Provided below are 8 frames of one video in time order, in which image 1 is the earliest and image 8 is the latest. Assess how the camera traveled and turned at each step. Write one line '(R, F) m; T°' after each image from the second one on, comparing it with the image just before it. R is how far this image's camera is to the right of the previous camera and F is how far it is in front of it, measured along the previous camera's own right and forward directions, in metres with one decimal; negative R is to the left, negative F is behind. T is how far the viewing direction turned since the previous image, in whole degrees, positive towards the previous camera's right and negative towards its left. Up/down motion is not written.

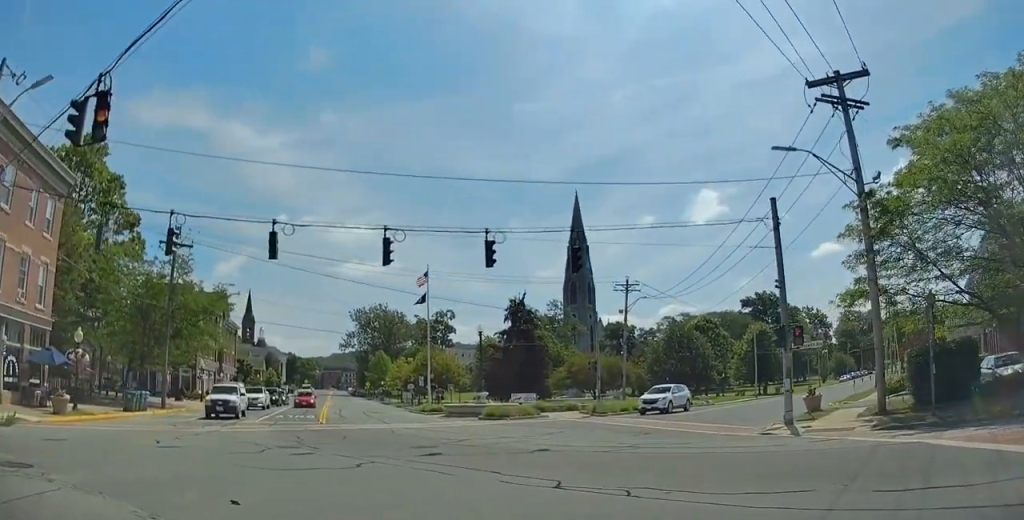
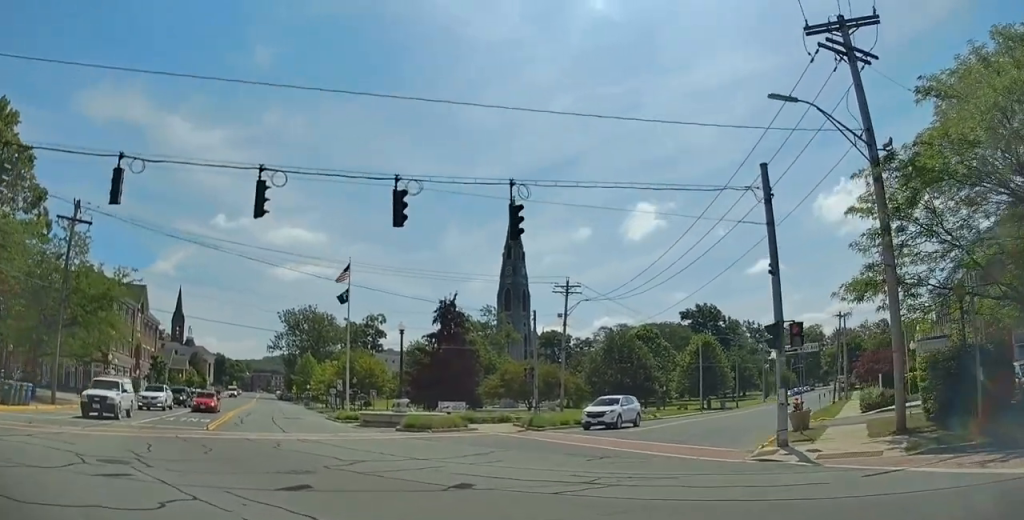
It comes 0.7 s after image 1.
(-0.2, +4.8) m; +4°
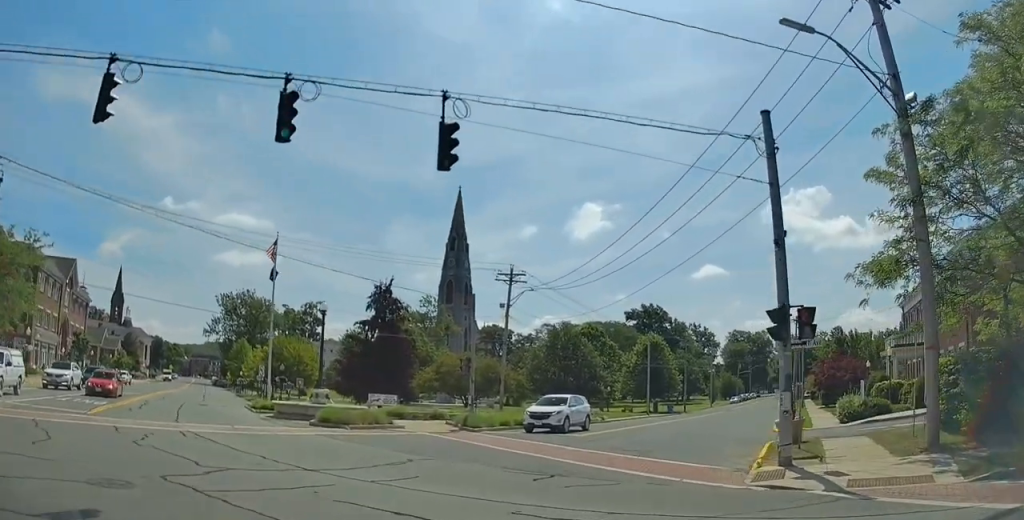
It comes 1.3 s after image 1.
(-0.2, +4.0) m; +6°
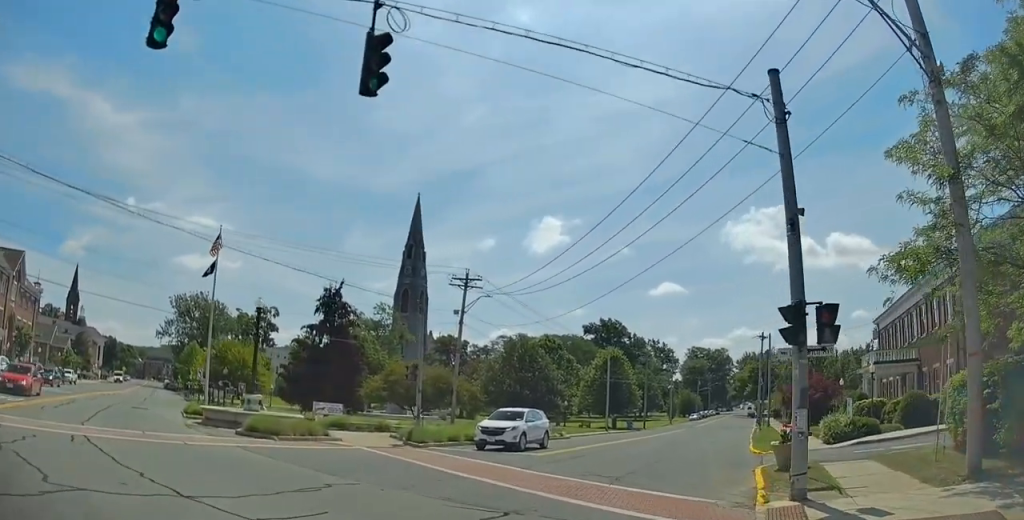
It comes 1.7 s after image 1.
(+0.4, +2.9) m; +7°
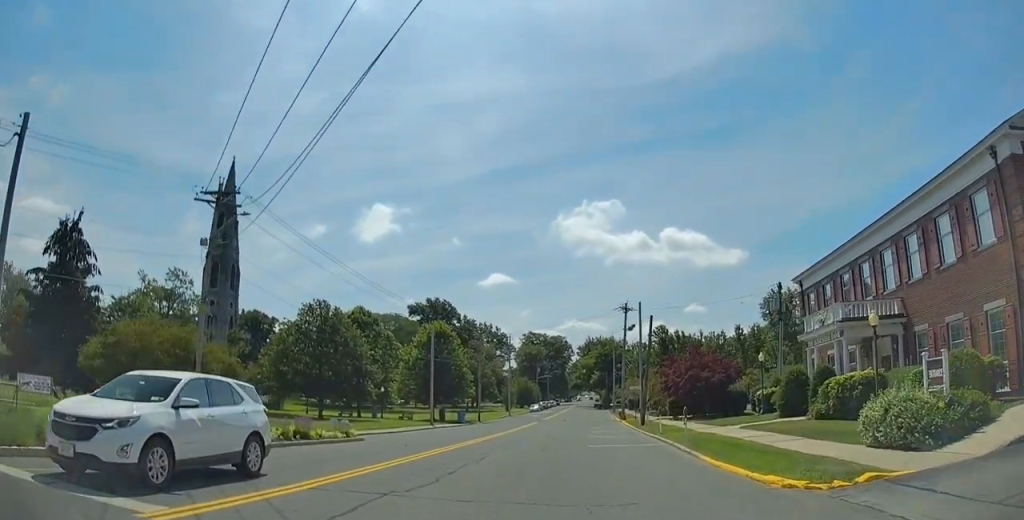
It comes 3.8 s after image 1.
(+3.8, +15.5) m; +22°
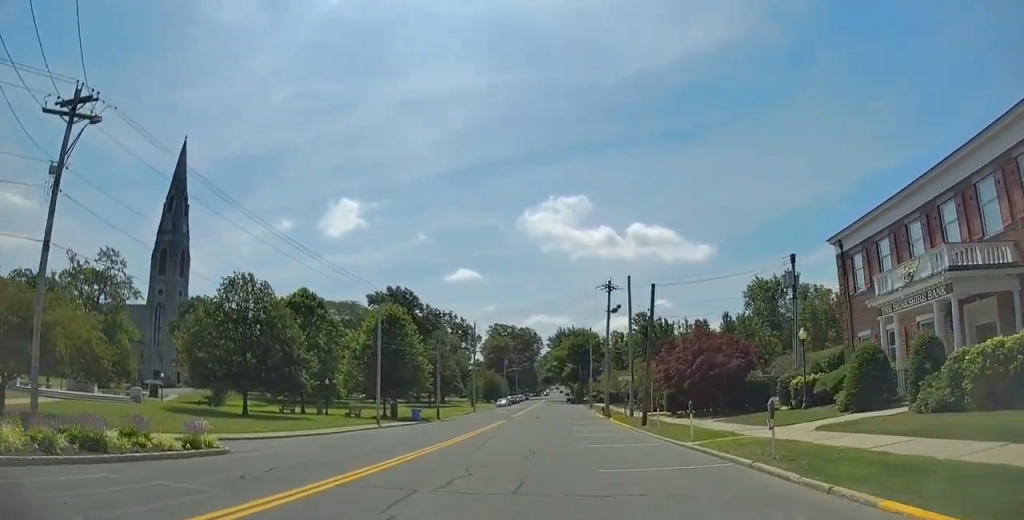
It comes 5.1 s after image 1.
(+0.6, +9.8) m; +5°
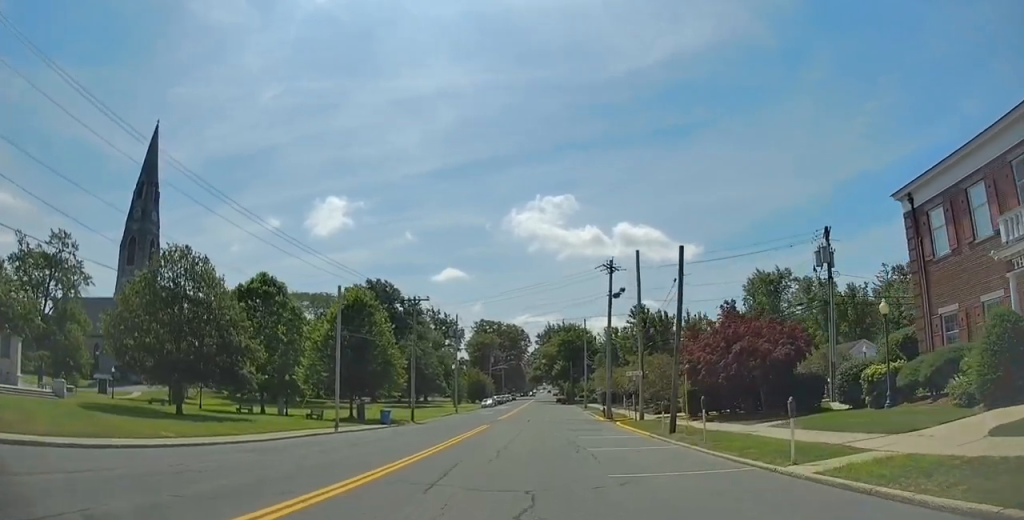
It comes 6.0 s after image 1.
(+0.1, +7.9) m; +1°
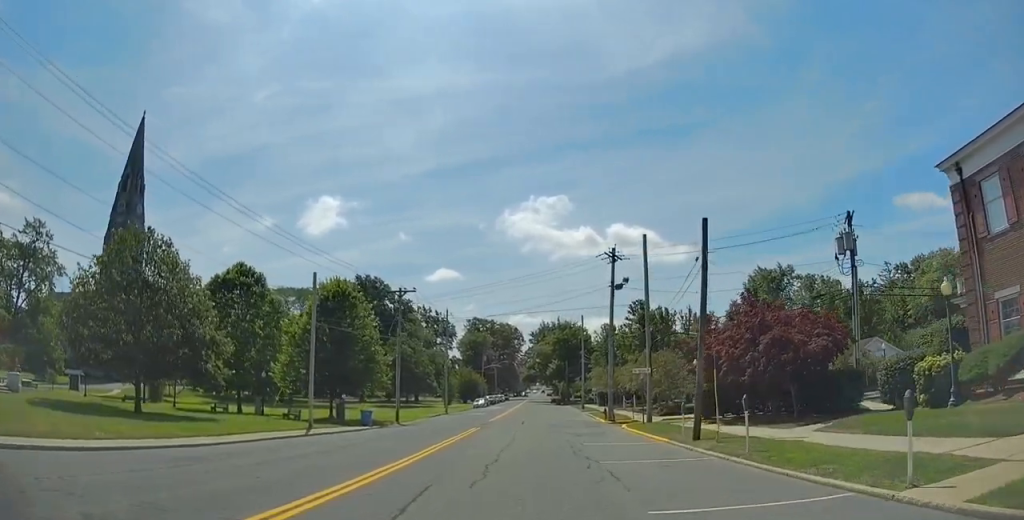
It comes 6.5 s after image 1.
(0.0, +4.0) m; +1°
